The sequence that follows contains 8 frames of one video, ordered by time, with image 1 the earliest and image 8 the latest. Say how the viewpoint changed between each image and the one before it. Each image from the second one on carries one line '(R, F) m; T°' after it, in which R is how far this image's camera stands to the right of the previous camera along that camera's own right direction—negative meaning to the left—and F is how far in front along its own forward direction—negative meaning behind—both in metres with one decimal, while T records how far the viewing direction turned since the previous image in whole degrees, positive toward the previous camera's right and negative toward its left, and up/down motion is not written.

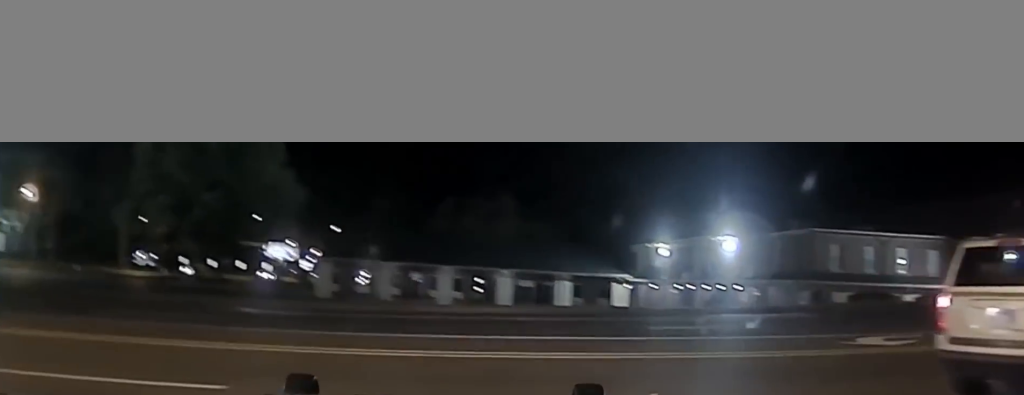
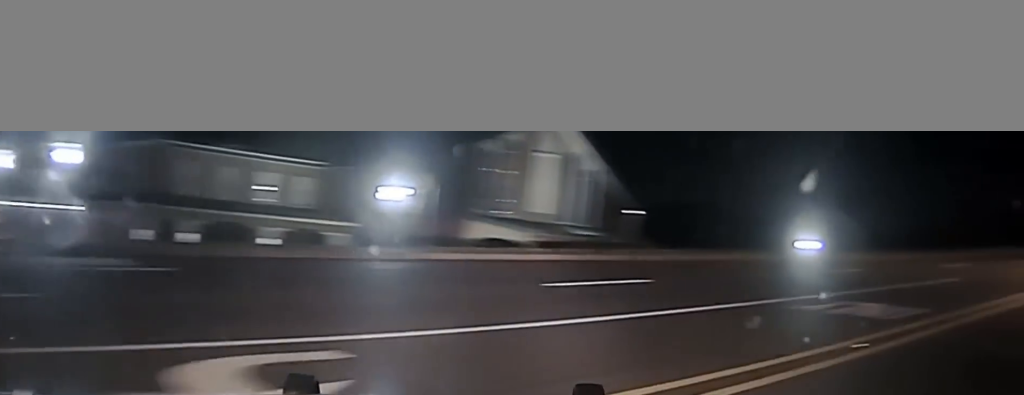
(+3.9, +9.9) m; +47°
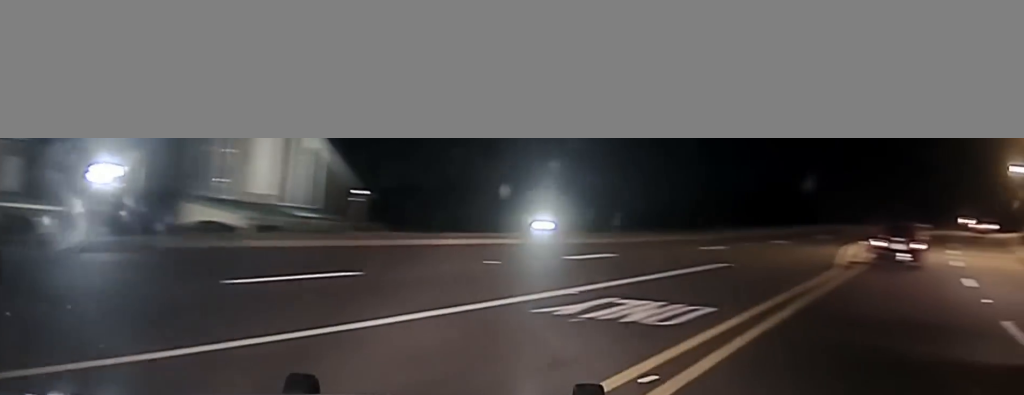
(+0.9, +3.2) m; +15°
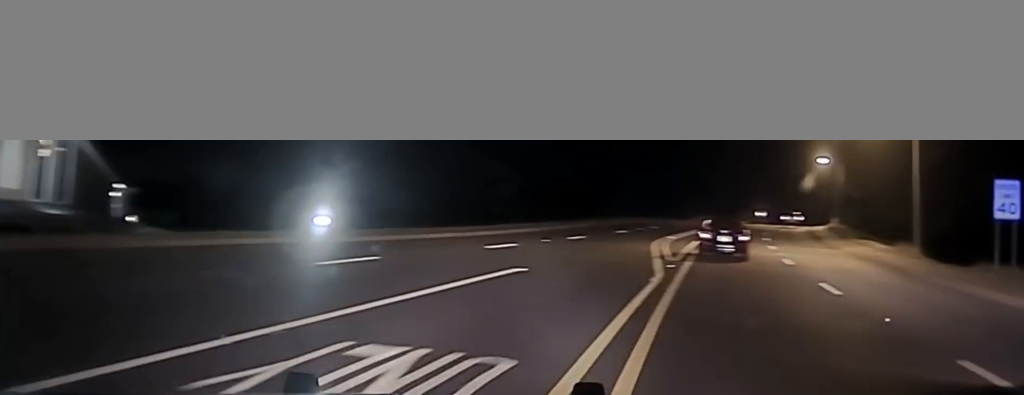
(+0.7, +5.2) m; +11°
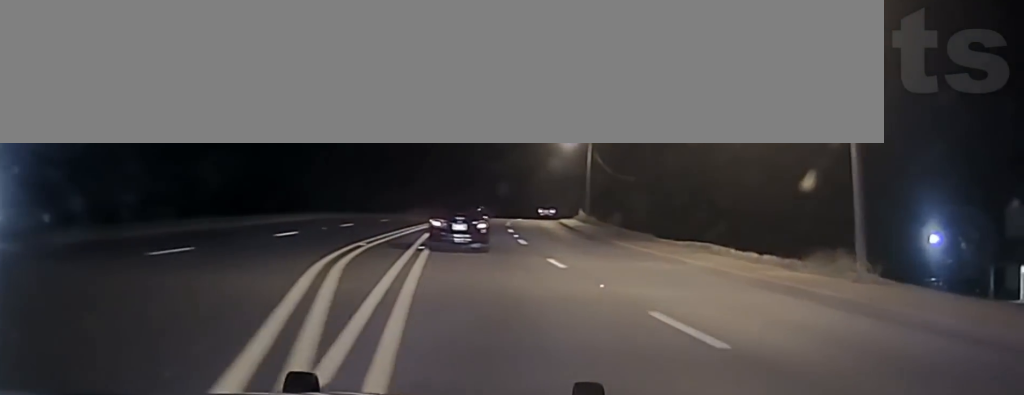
(+3.8, +21.5) m; +19°
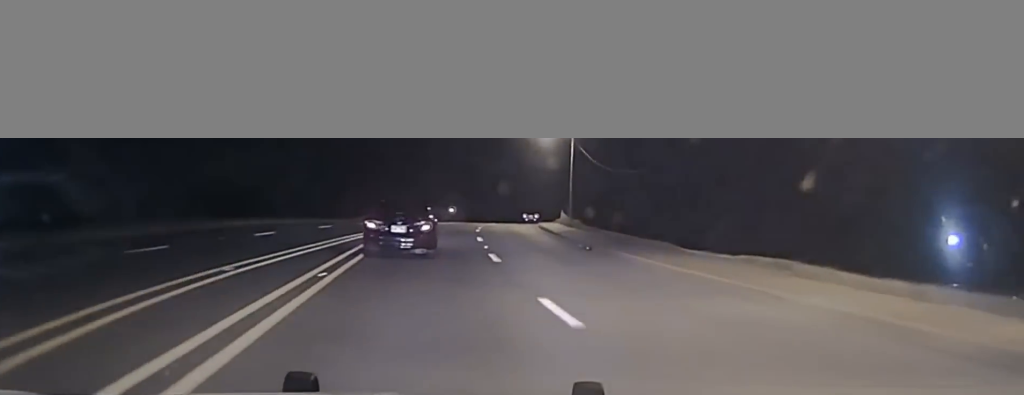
(+0.6, +11.3) m; +2°
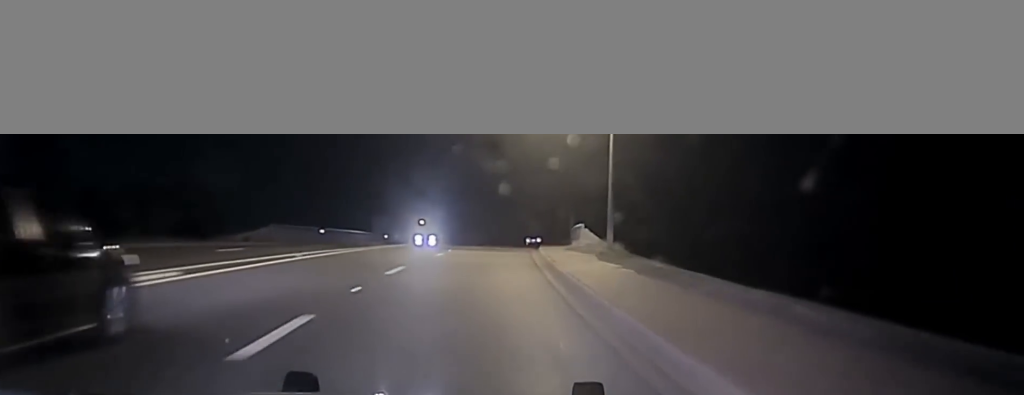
(+0.4, +36.8) m; 0°
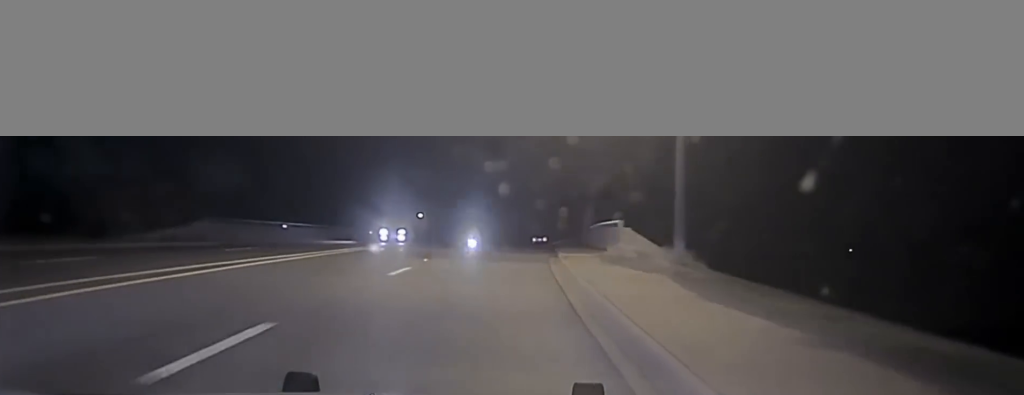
(-0.1, +11.1) m; 0°
